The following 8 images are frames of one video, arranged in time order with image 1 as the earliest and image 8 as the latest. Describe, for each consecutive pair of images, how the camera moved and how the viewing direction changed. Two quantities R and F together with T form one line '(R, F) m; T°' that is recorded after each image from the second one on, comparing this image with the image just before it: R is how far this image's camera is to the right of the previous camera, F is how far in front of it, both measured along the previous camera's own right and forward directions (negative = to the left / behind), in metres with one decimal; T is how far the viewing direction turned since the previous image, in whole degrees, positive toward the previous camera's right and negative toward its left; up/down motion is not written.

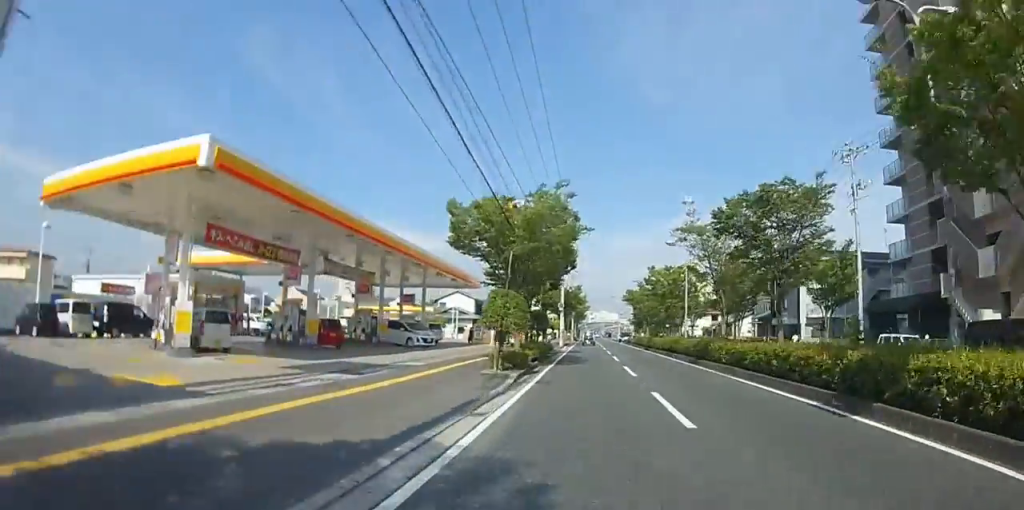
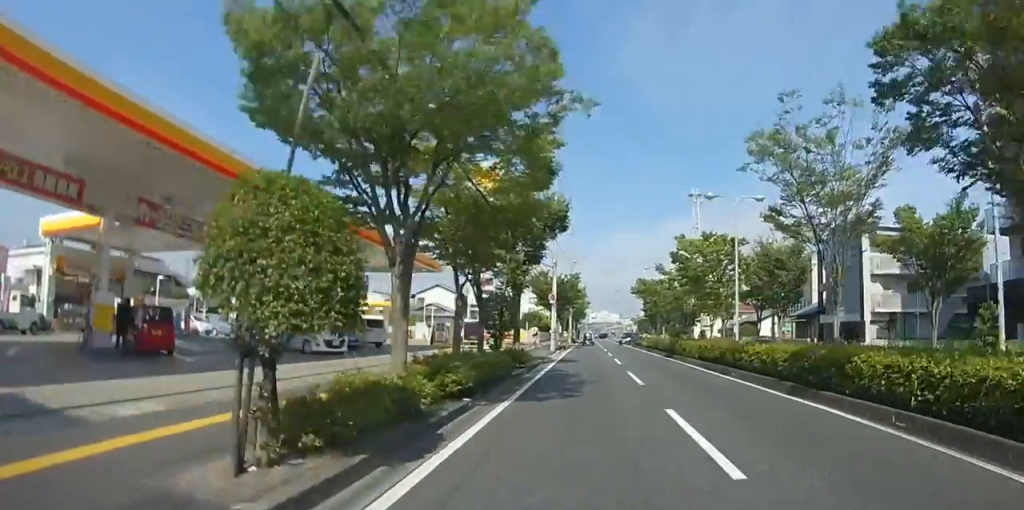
(0.0, +12.4) m; 0°
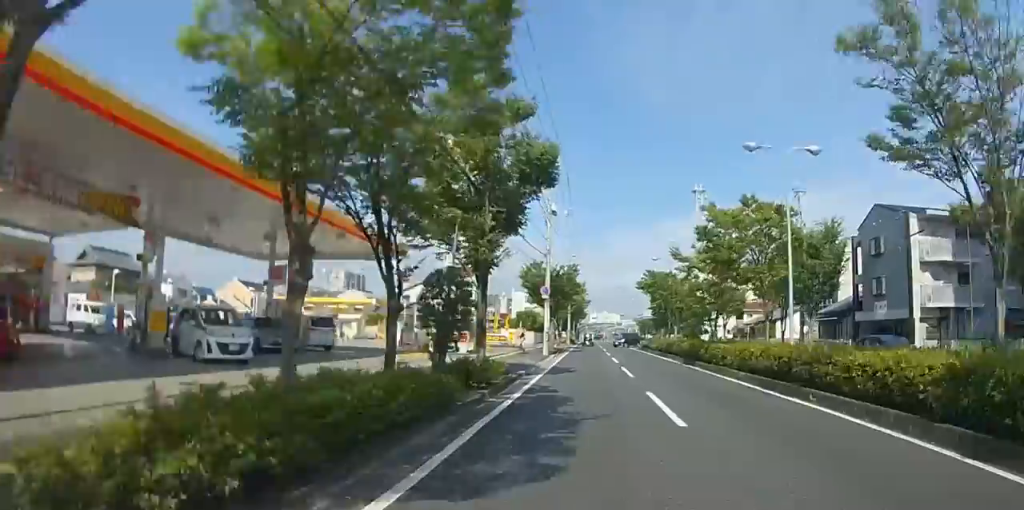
(0.0, +6.7) m; 0°
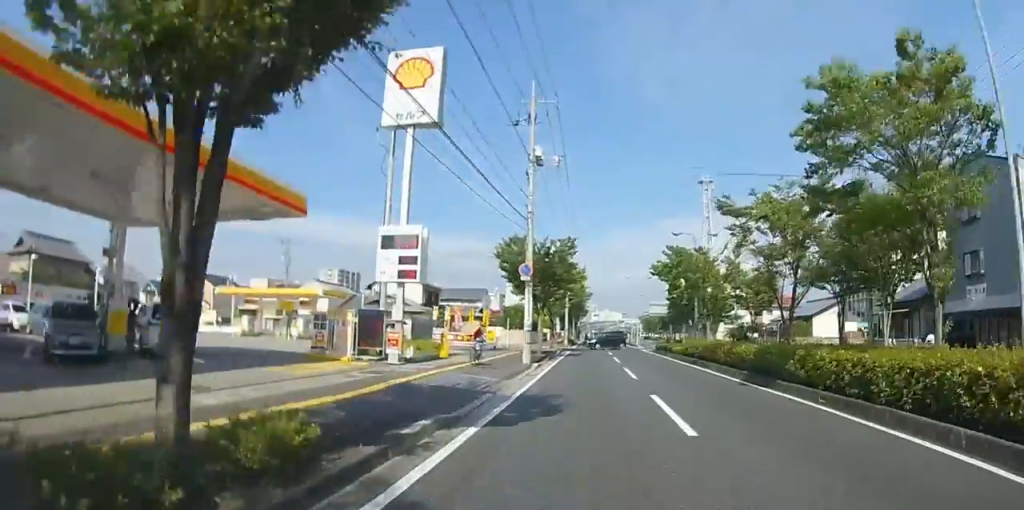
(0.0, +10.3) m; 0°
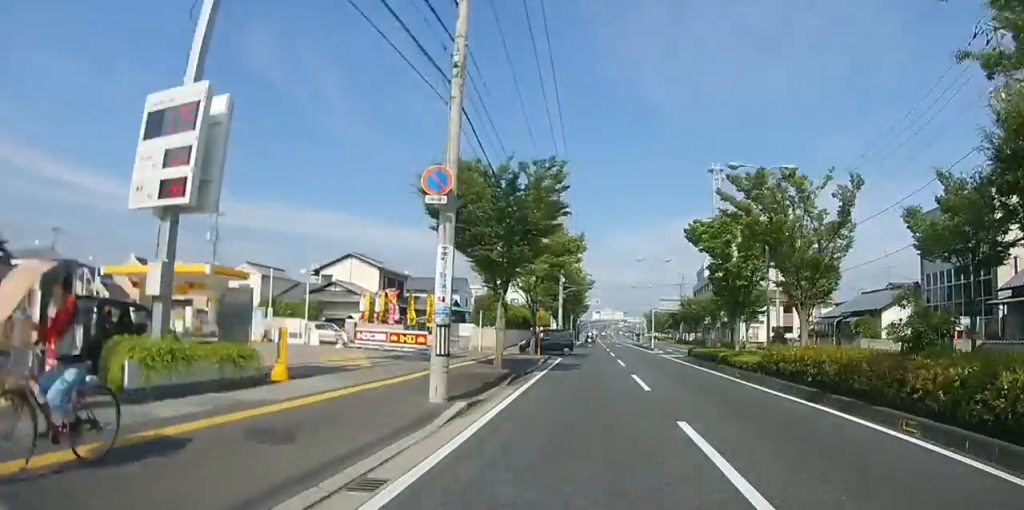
(0.0, +13.5) m; 0°
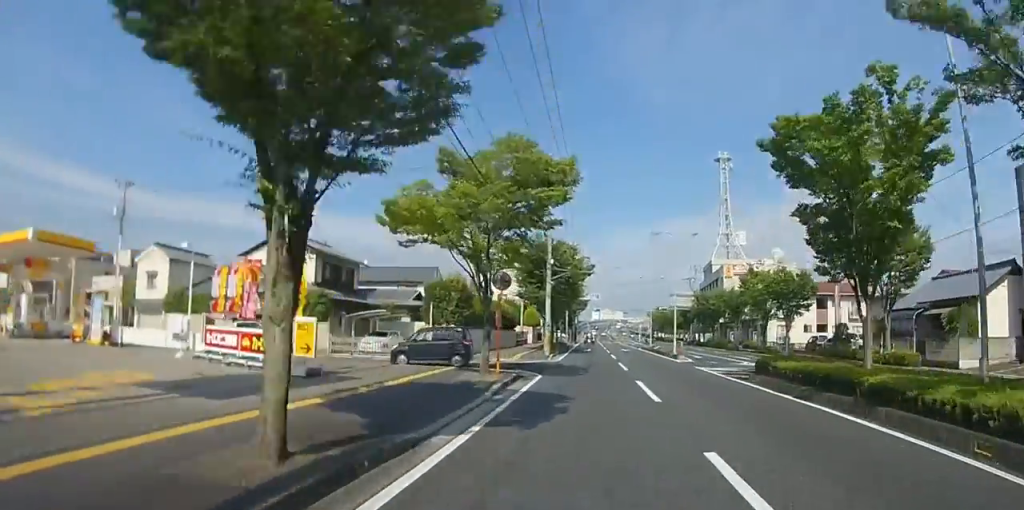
(0.0, +12.3) m; 0°
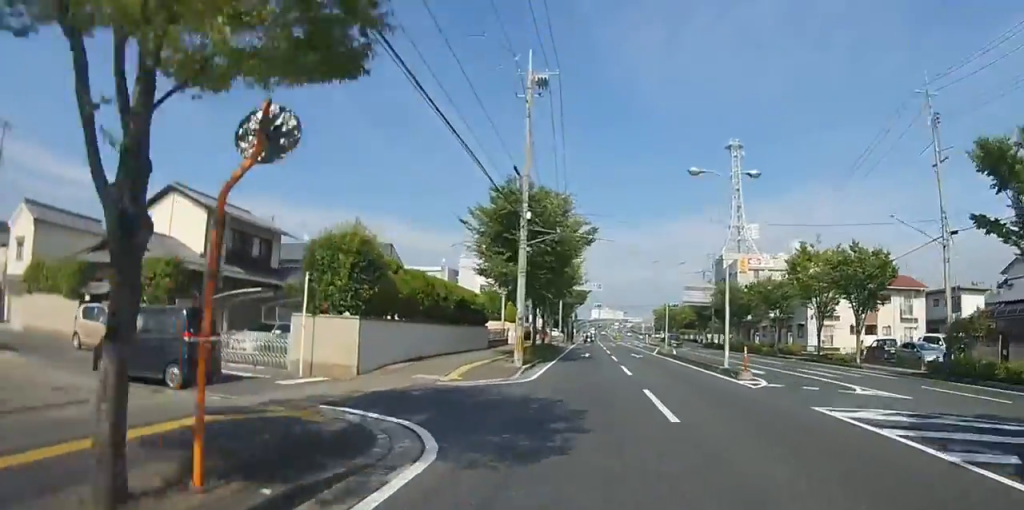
(0.0, +12.8) m; 0°
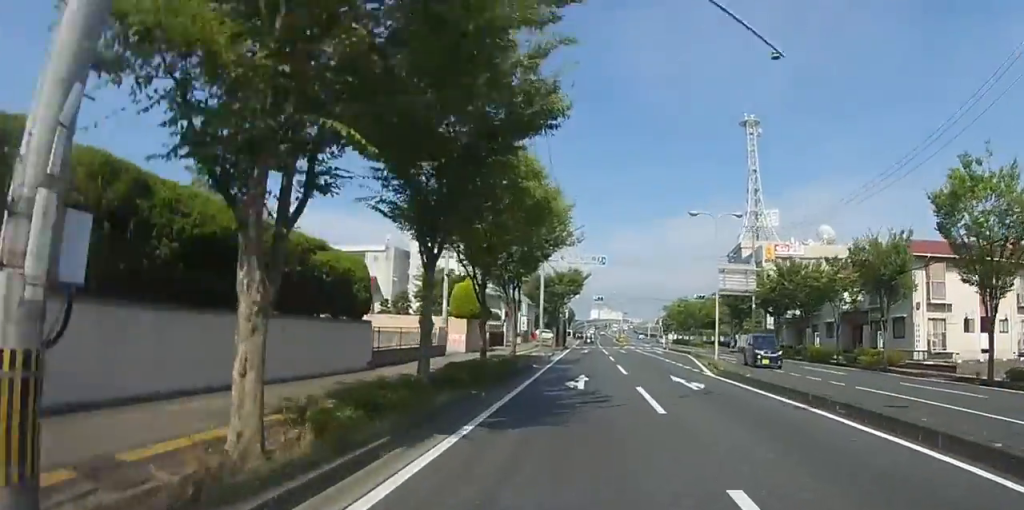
(+0.2, +18.6) m; 0°
